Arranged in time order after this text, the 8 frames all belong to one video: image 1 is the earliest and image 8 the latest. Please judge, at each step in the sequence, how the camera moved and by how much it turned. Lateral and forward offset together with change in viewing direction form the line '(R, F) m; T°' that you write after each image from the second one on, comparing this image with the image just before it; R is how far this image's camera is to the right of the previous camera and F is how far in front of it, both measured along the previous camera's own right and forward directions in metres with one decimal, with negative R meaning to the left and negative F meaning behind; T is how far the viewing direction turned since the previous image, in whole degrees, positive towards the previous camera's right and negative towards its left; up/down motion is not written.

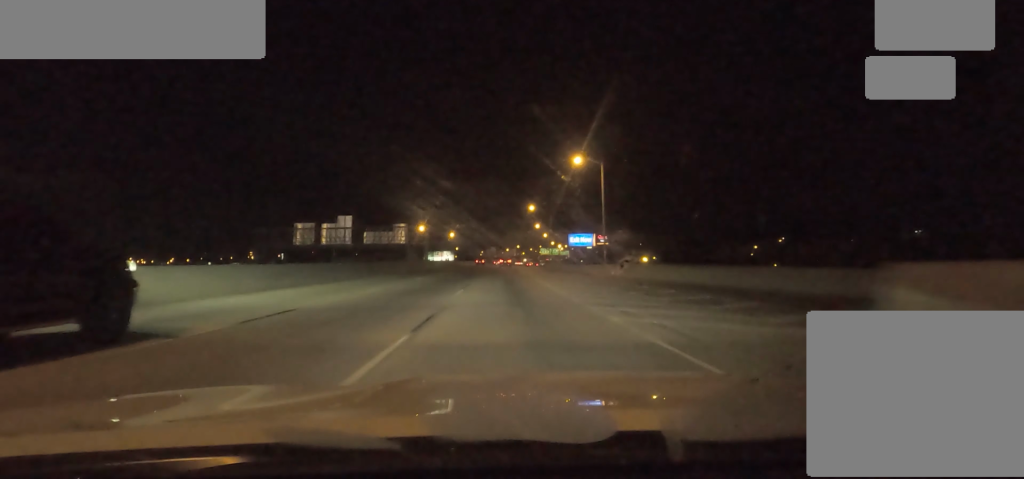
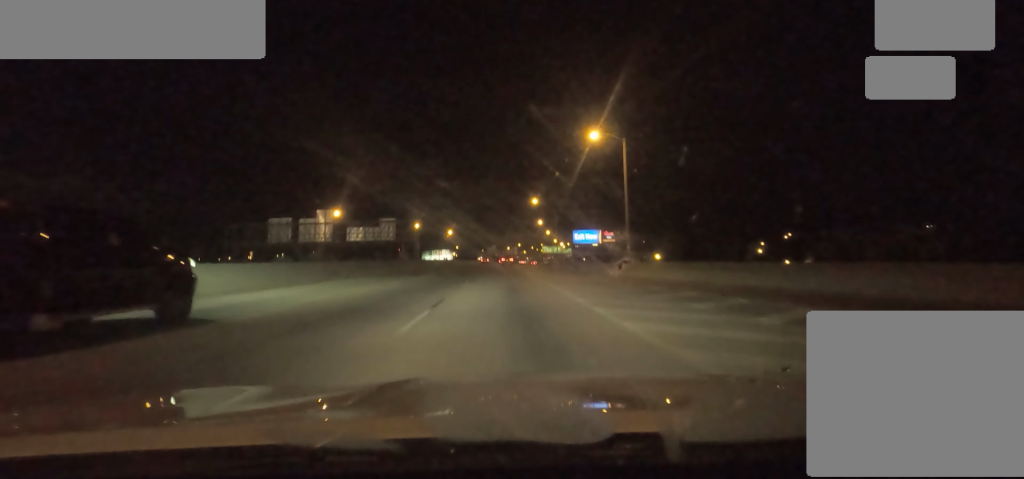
(-0.6, +10.2) m; 0°
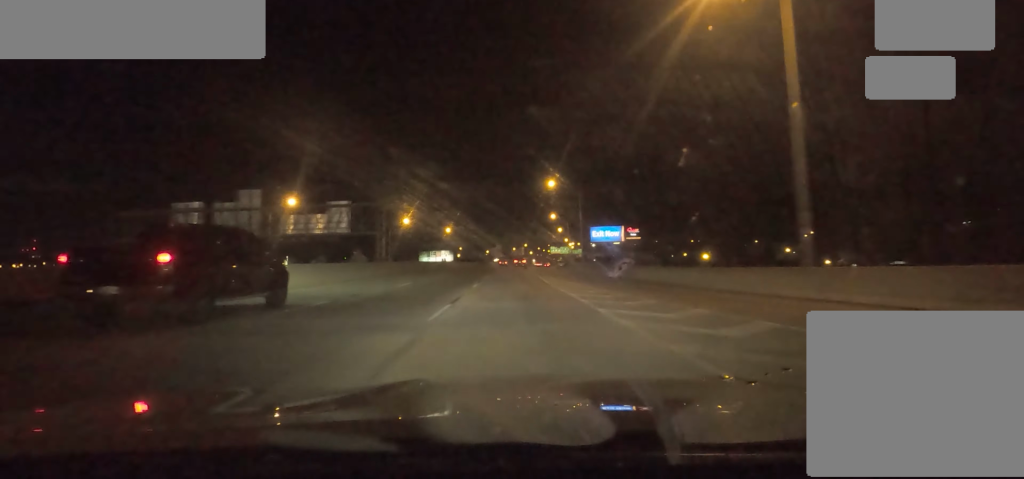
(+1.1, +25.6) m; 0°
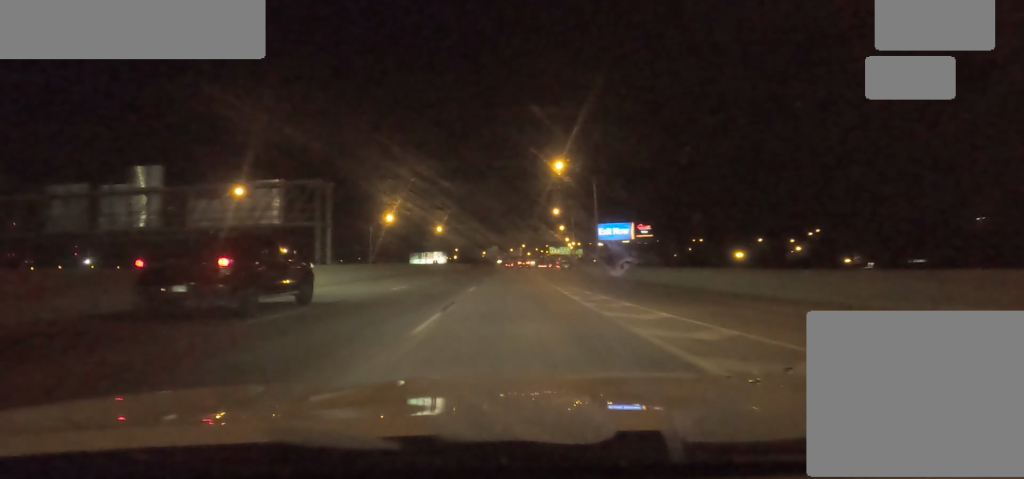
(-0.7, +15.5) m; -1°
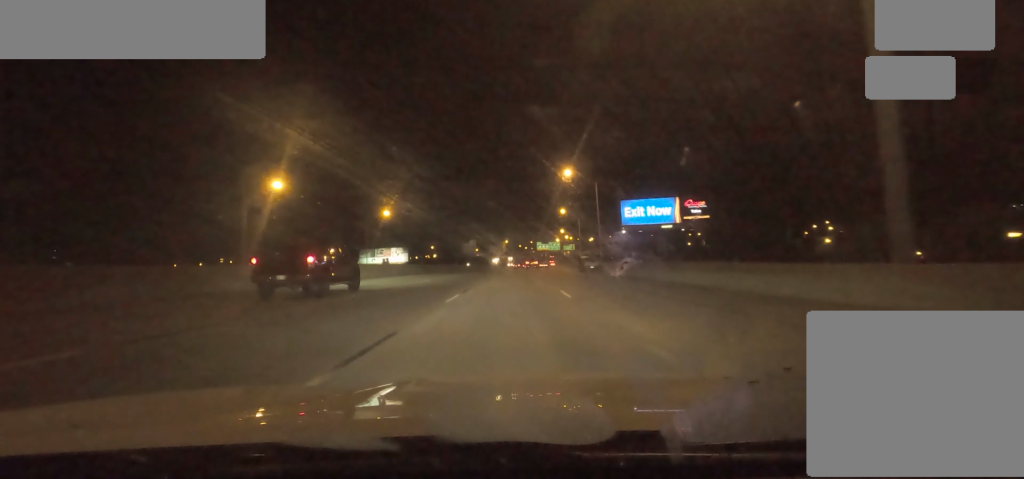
(+0.7, +49.4) m; +4°
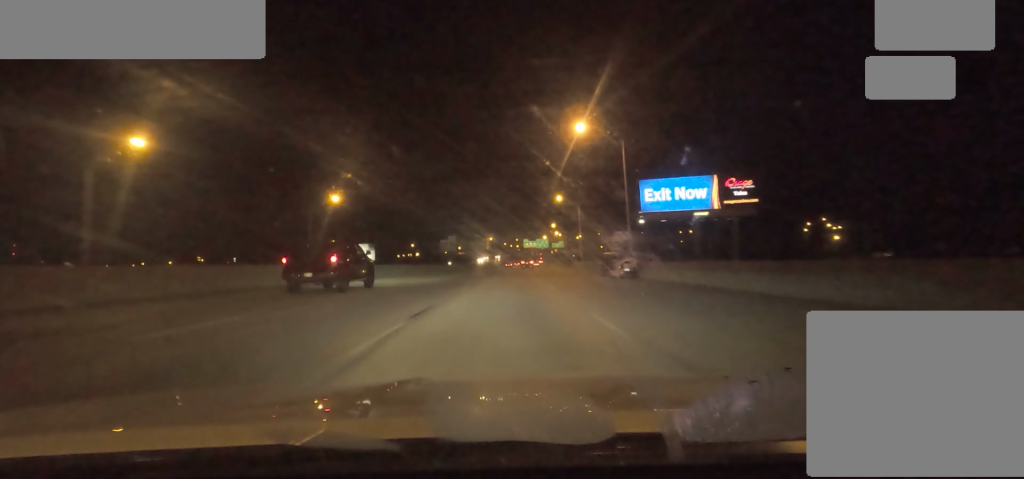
(+0.4, +22.1) m; +1°
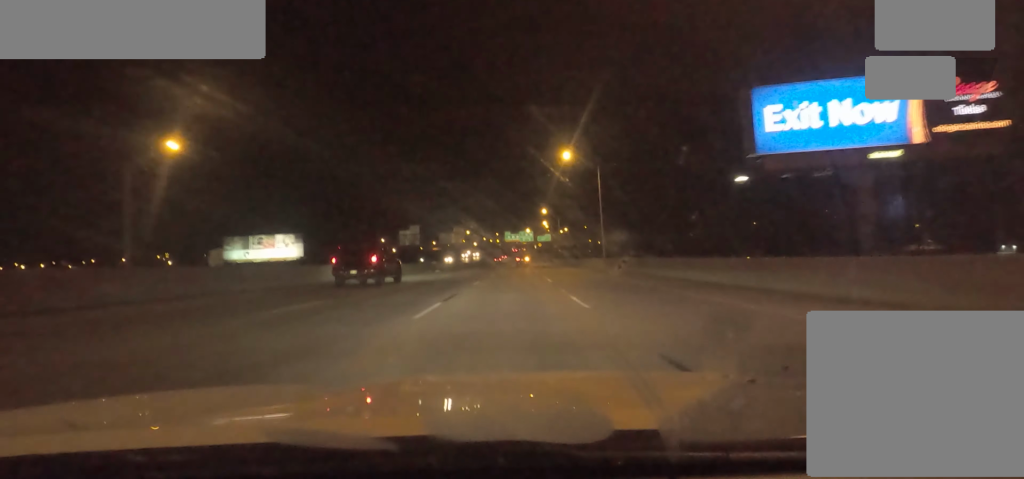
(+0.1, +36.7) m; +1°
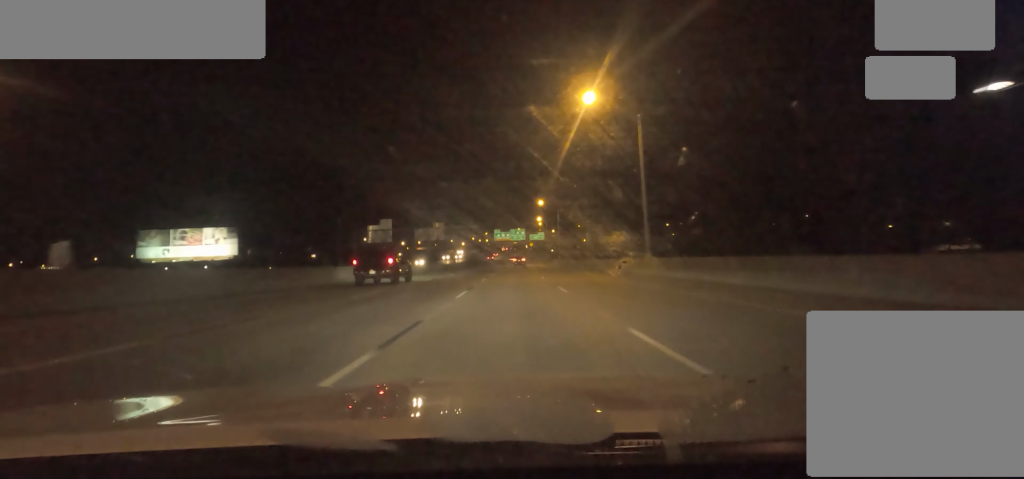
(+0.3, +22.1) m; 0°
